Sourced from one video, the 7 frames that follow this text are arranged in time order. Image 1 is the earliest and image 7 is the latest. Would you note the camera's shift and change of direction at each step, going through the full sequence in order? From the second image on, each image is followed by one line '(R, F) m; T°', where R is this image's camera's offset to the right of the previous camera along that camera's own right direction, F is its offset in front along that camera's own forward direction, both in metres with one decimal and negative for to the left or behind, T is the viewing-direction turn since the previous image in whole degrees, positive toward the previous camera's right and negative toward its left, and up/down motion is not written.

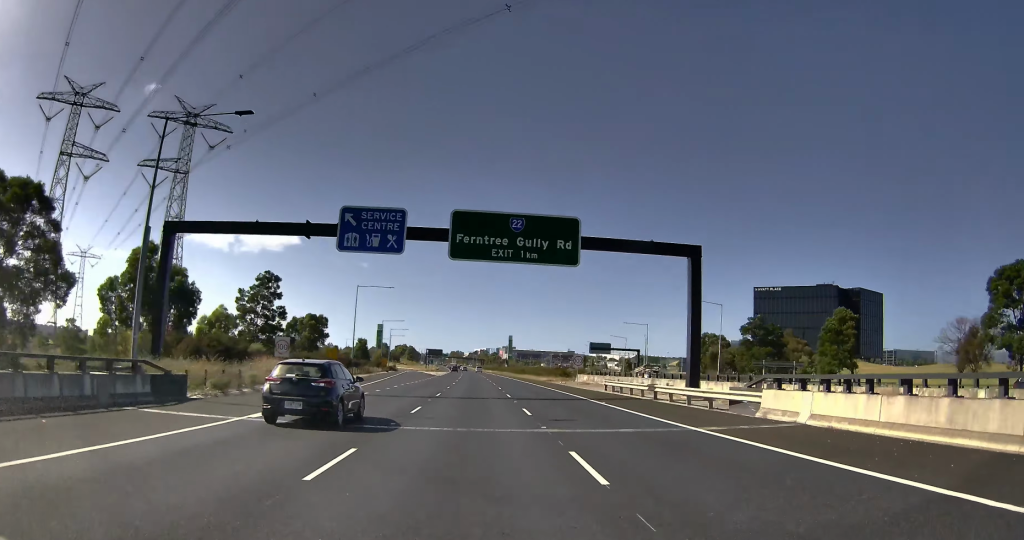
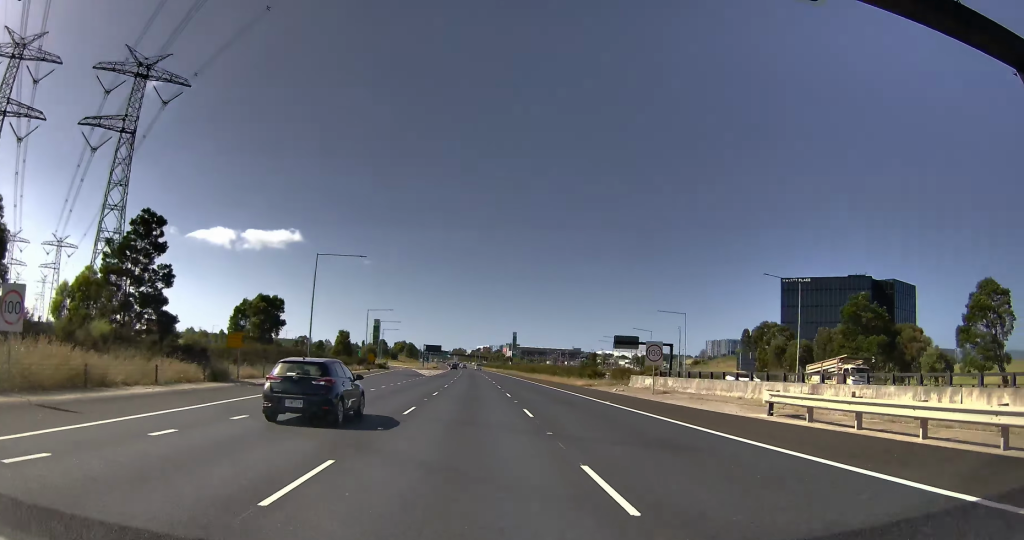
(-0.1, +28.9) m; +1°
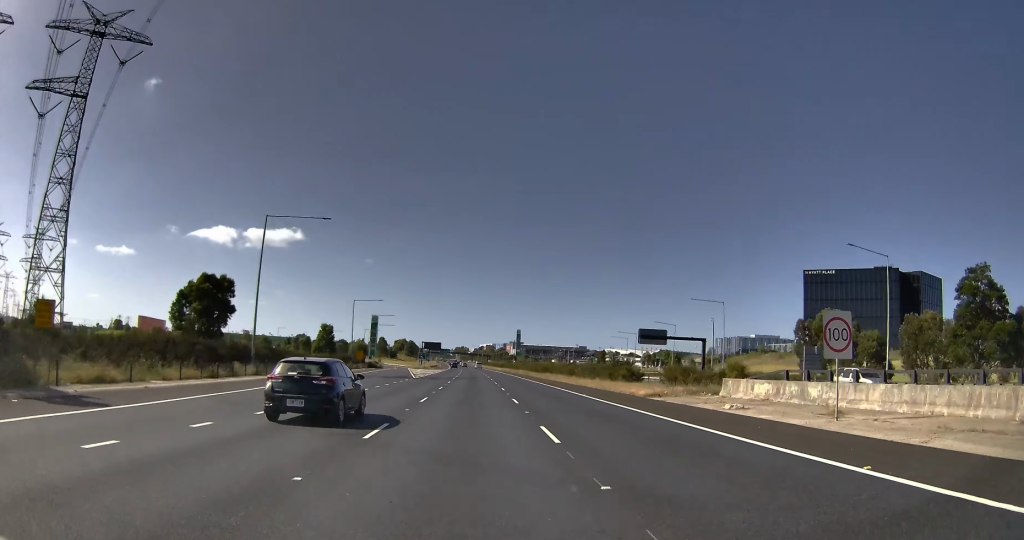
(+0.4, +19.6) m; +1°
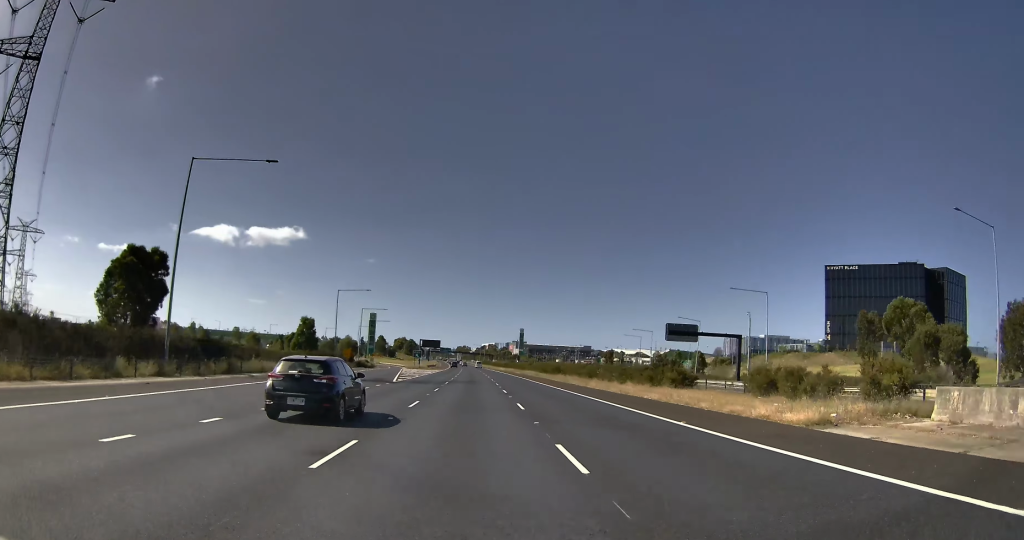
(+0.3, +16.4) m; +1°
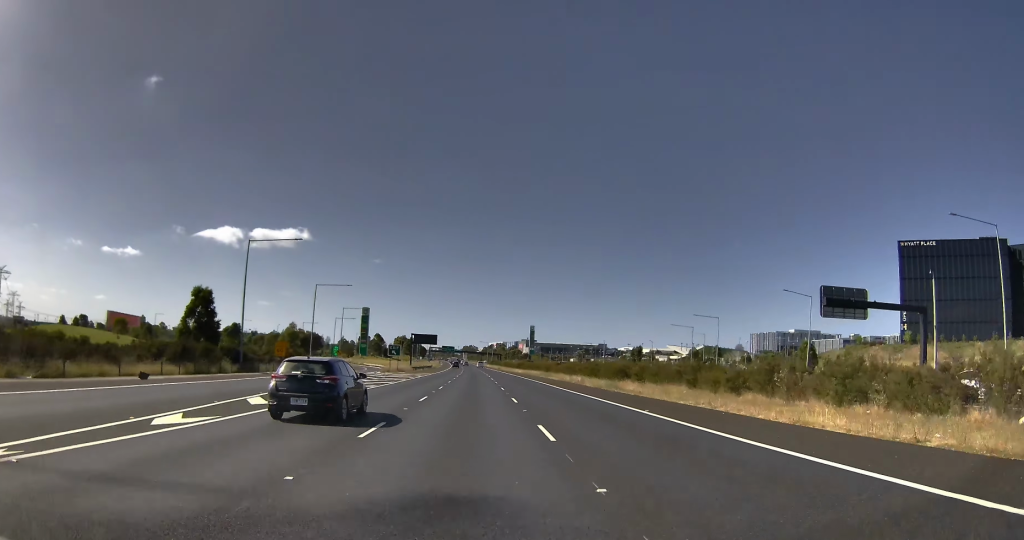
(-0.8, +44.8) m; -1°
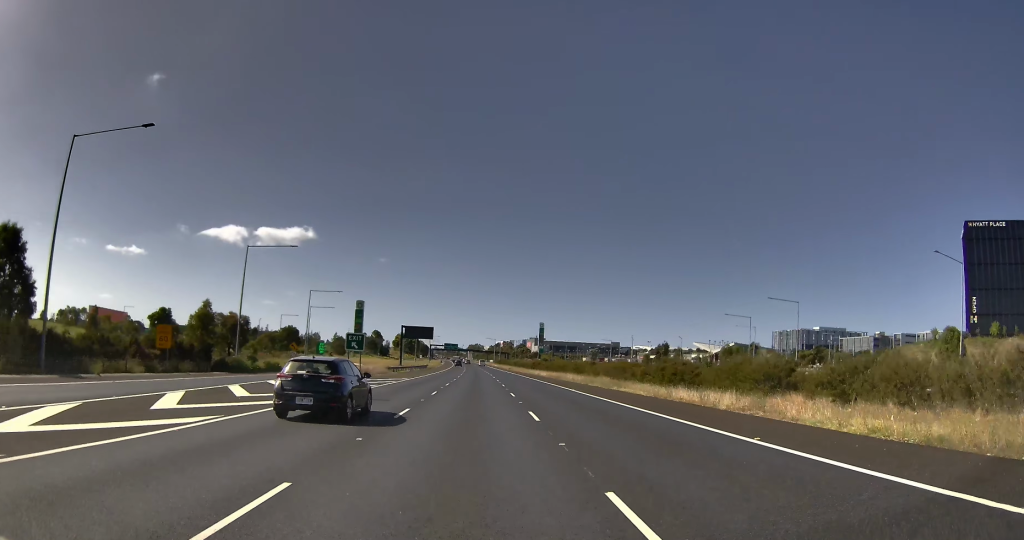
(-0.1, +29.9) m; +1°
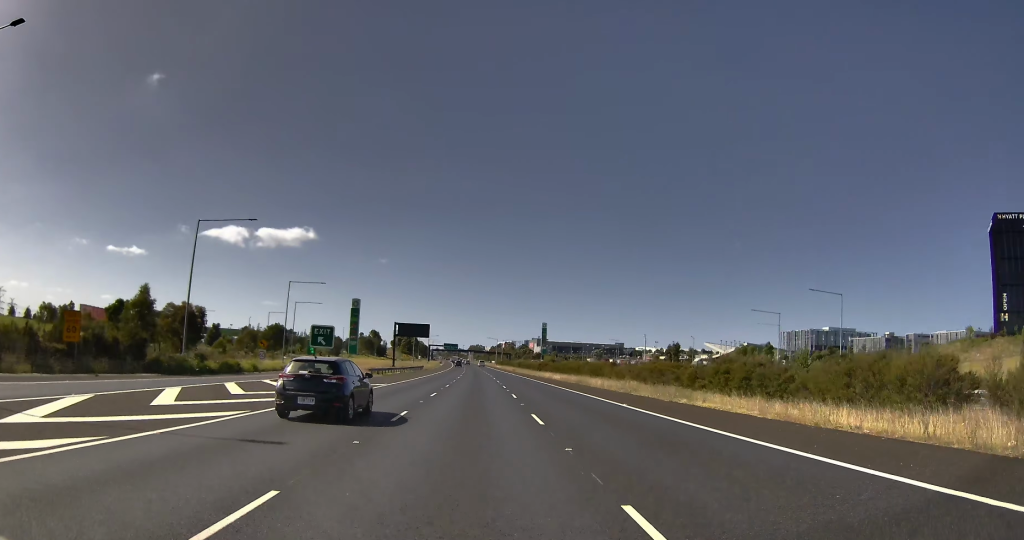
(+0.1, +11.0) m; +1°
